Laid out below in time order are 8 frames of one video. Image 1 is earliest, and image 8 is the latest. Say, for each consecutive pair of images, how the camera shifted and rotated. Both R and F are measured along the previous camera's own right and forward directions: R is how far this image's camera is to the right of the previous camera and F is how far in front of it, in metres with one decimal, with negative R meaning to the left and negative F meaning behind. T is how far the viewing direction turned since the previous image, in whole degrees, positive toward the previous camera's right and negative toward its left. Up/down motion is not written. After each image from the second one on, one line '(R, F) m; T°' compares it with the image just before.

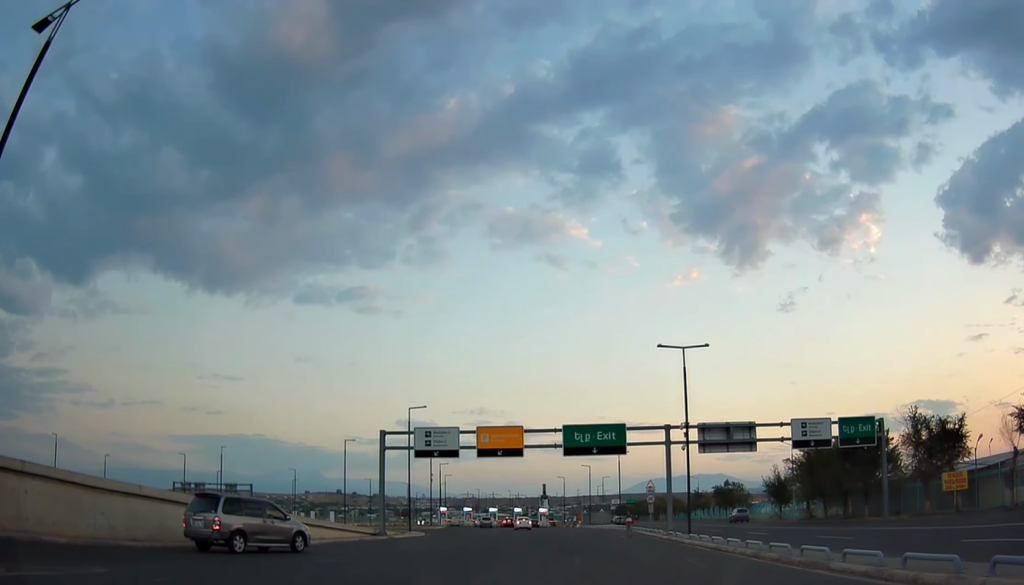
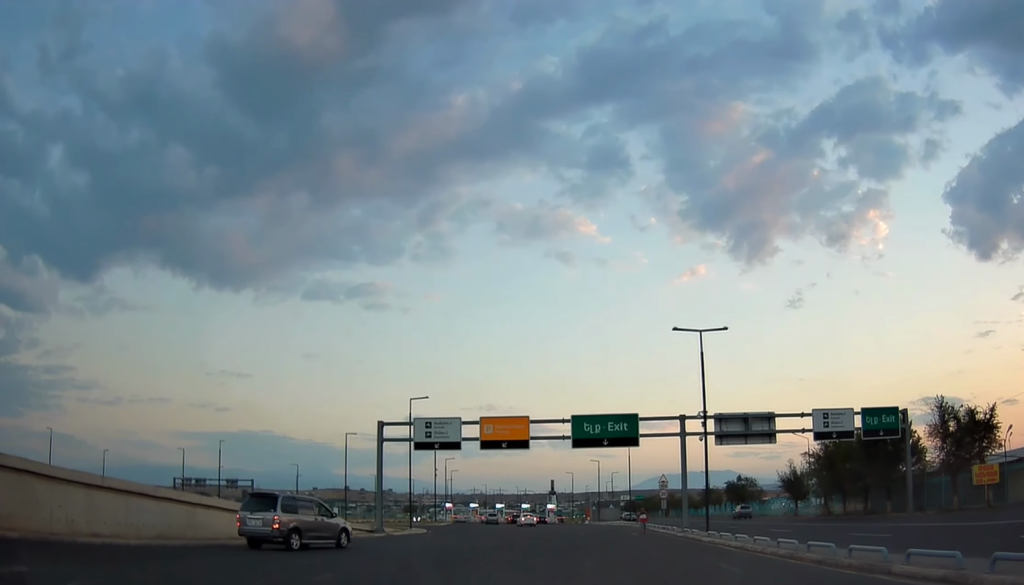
(-0.1, +3.1) m; -3°
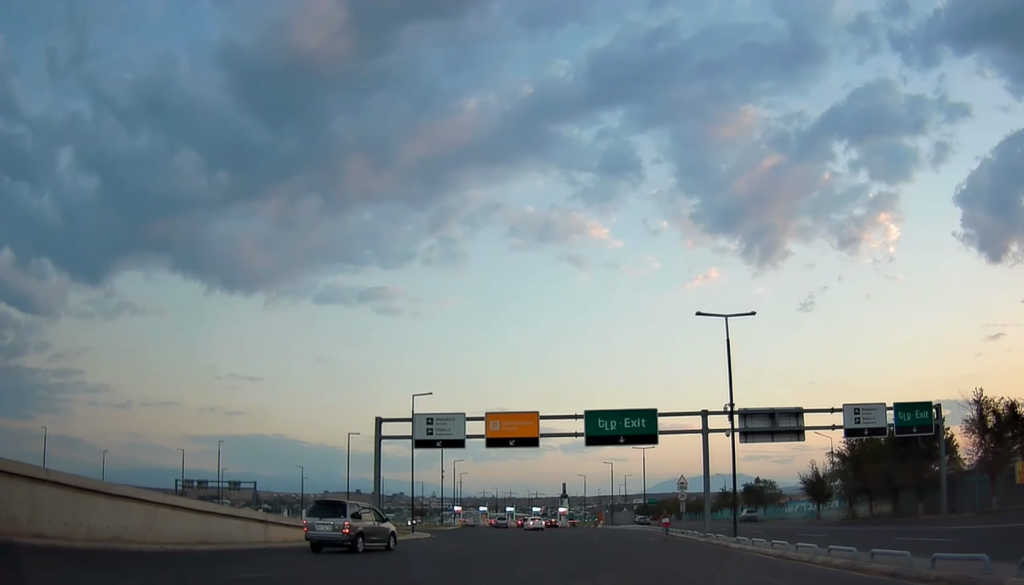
(-0.2, +3.2) m; -1°
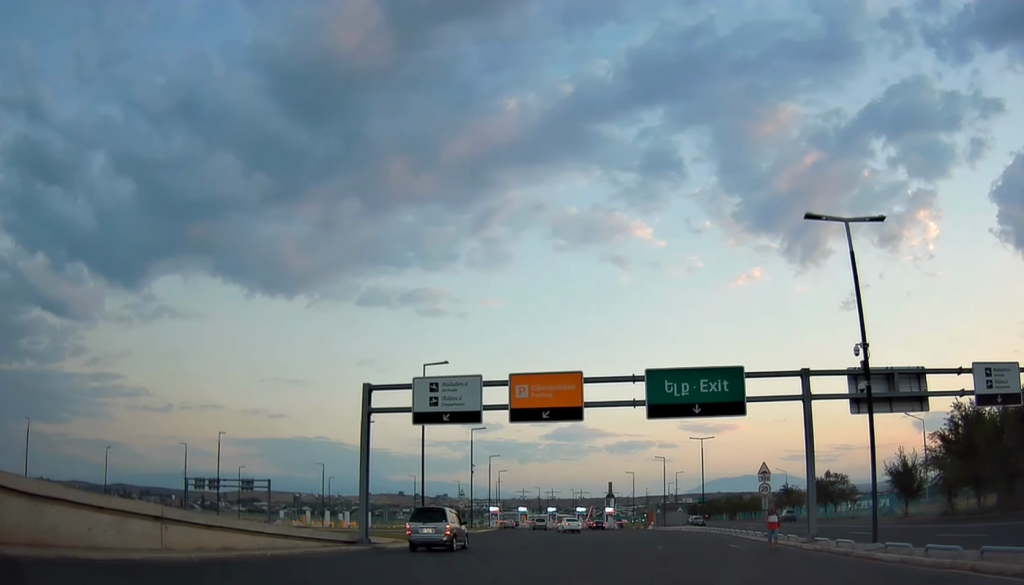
(+0.2, +8.9) m; -1°
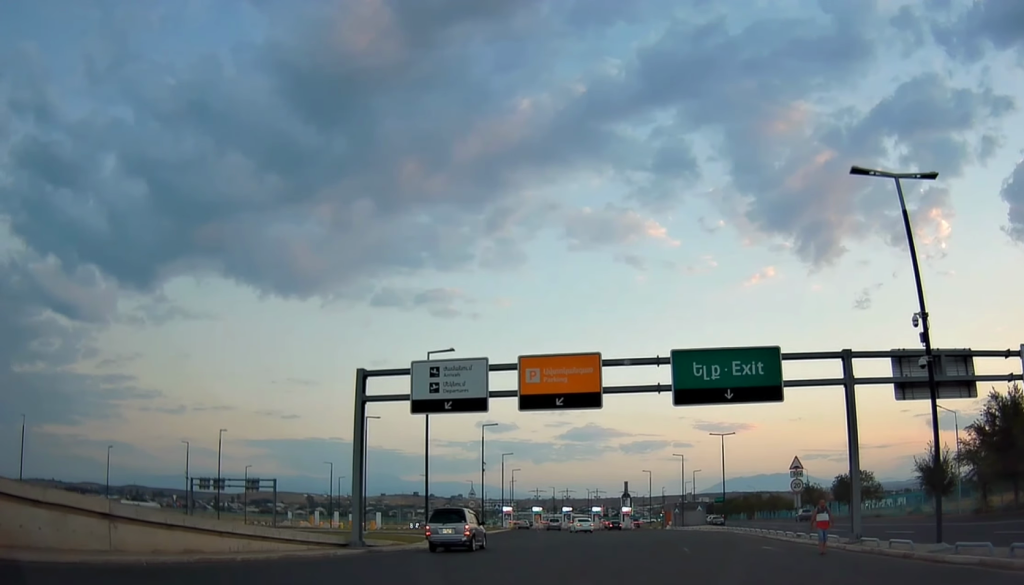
(+0.1, +2.6) m; -1°
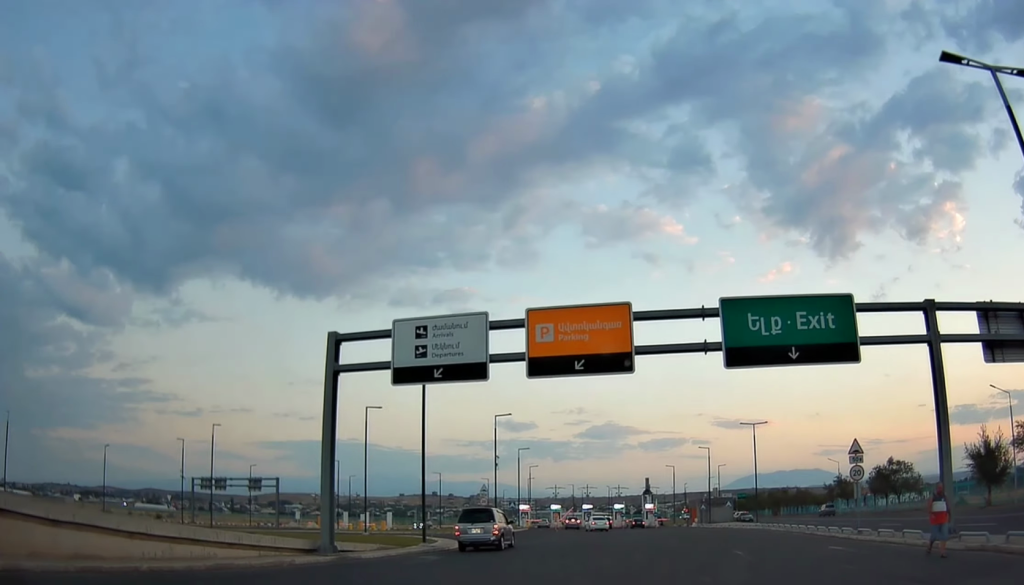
(-0.4, +4.8) m; -1°
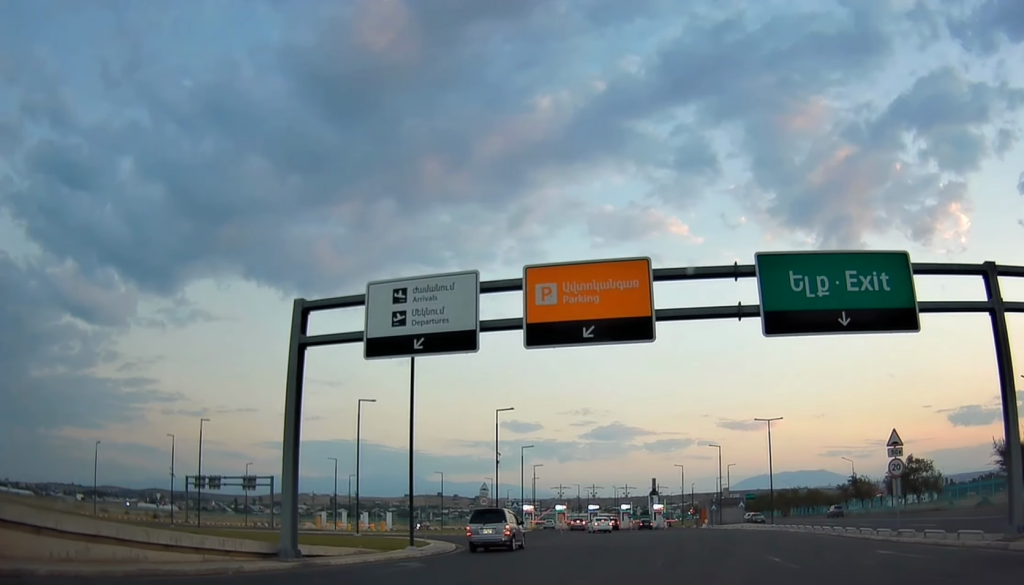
(+0.1, +3.2) m; 0°
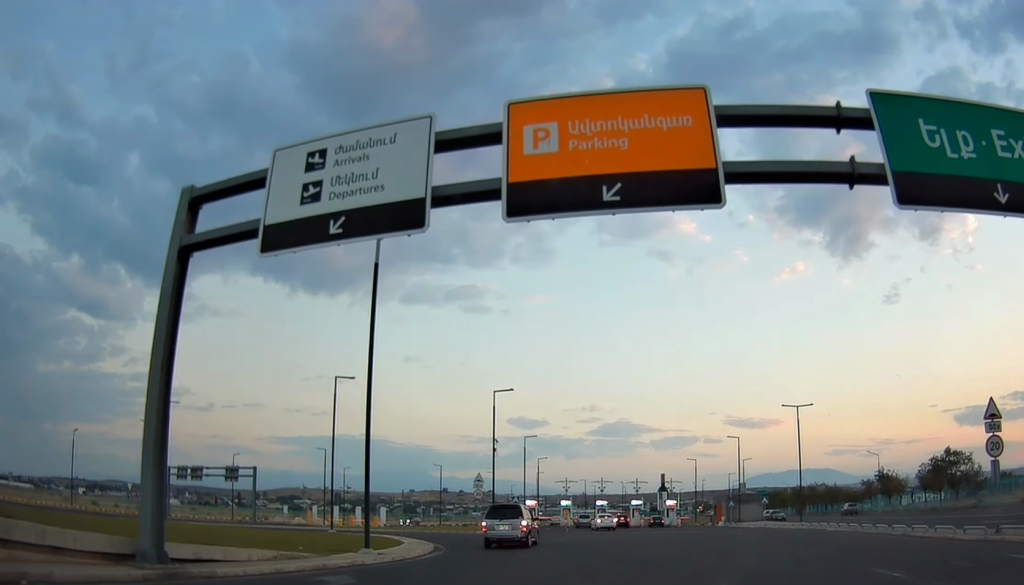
(+0.1, +6.1) m; -1°
